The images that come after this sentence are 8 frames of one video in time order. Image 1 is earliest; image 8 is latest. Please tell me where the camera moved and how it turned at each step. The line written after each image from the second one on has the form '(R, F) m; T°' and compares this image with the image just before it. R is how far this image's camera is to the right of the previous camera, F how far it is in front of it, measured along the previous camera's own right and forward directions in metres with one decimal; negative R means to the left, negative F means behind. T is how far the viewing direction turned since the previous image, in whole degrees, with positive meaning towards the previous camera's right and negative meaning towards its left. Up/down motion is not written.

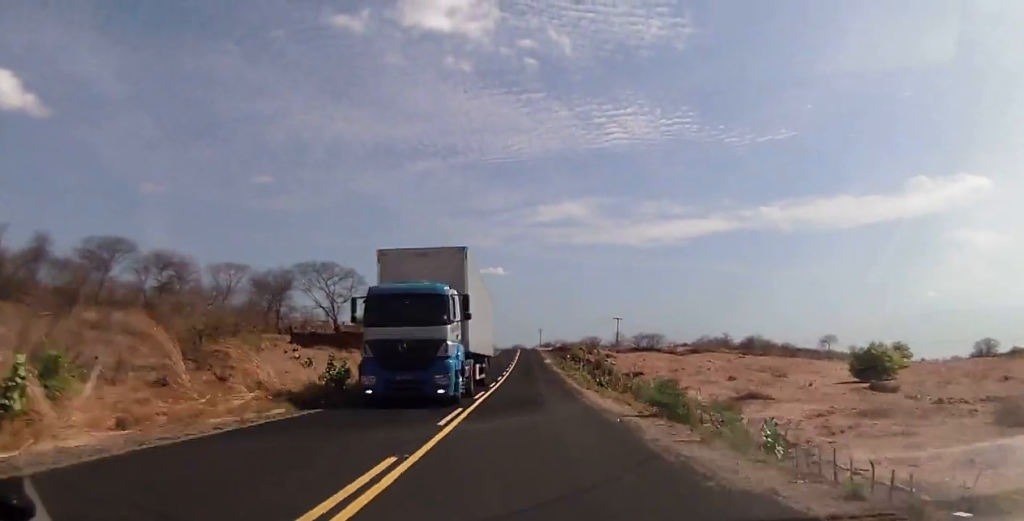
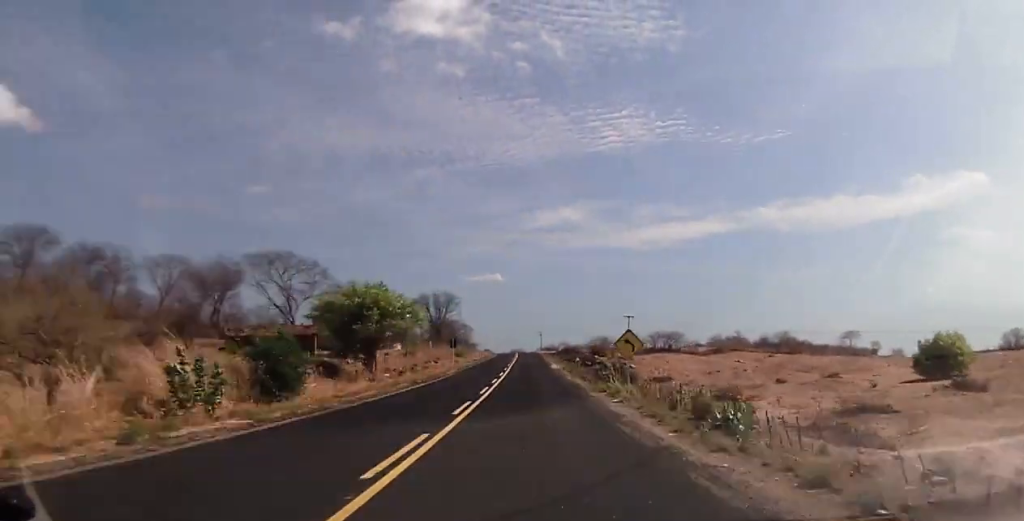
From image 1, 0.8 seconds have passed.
(0.0, +21.2) m; 0°
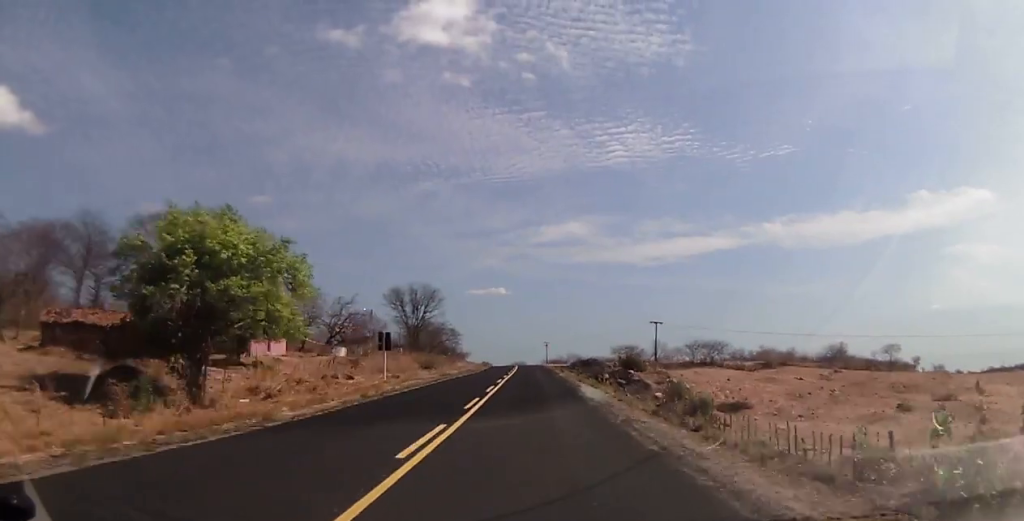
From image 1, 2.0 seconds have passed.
(-0.2, +32.2) m; 0°
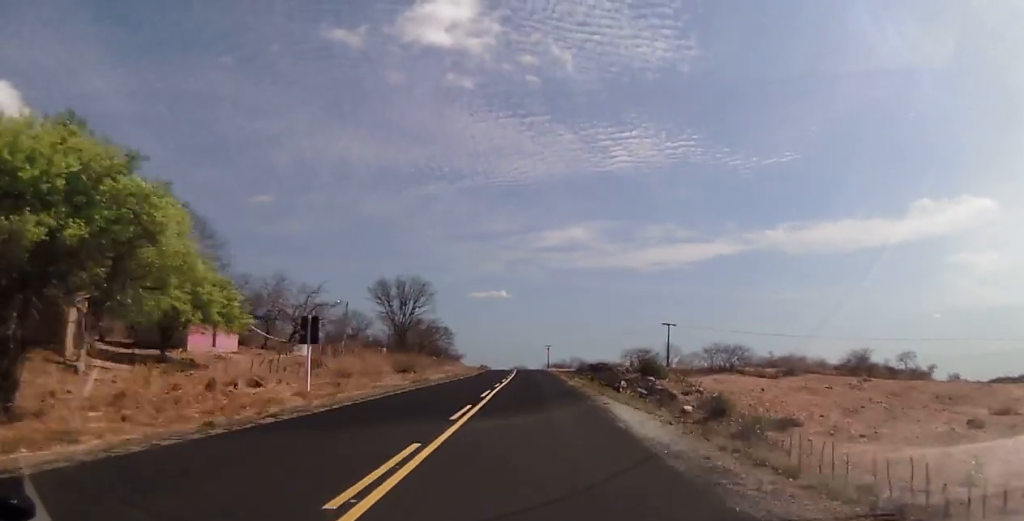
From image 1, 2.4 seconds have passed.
(-0.2, +11.6) m; 0°
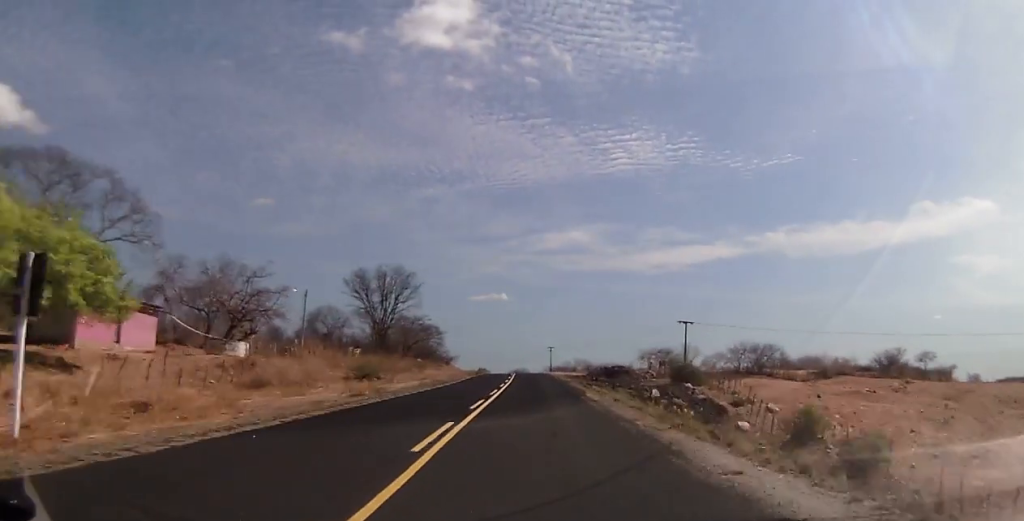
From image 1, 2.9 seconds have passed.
(0.0, +13.4) m; 0°
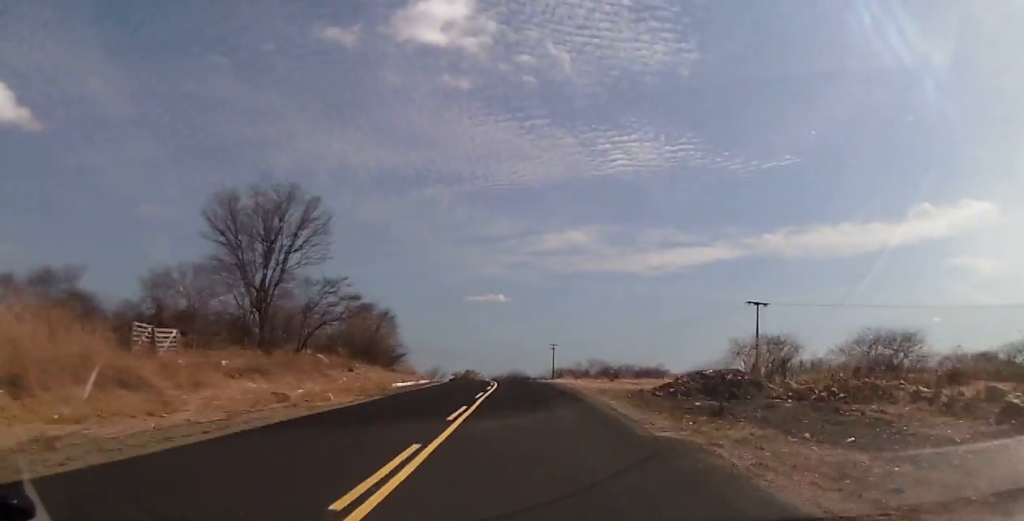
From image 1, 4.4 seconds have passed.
(+0.1, +38.1) m; -1°
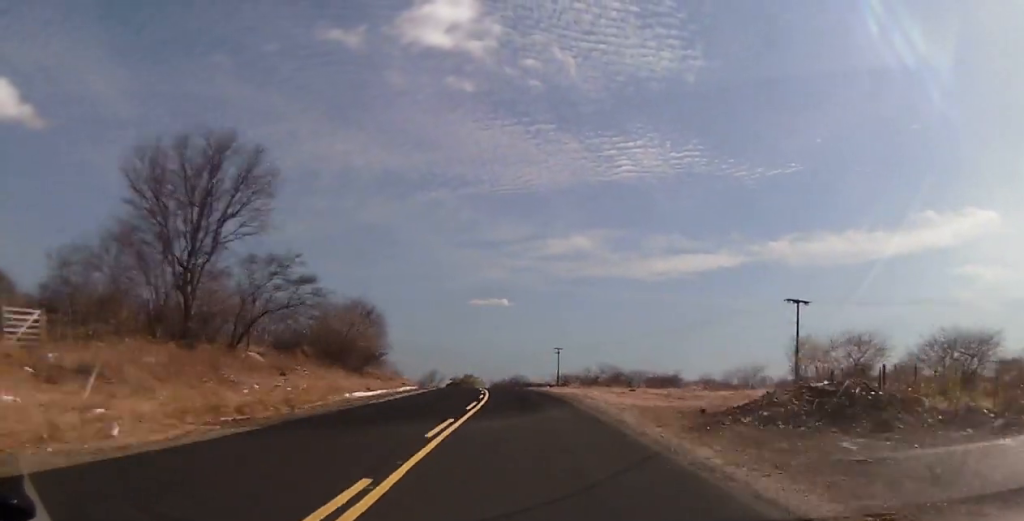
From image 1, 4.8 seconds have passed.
(-0.1, +11.4) m; 0°
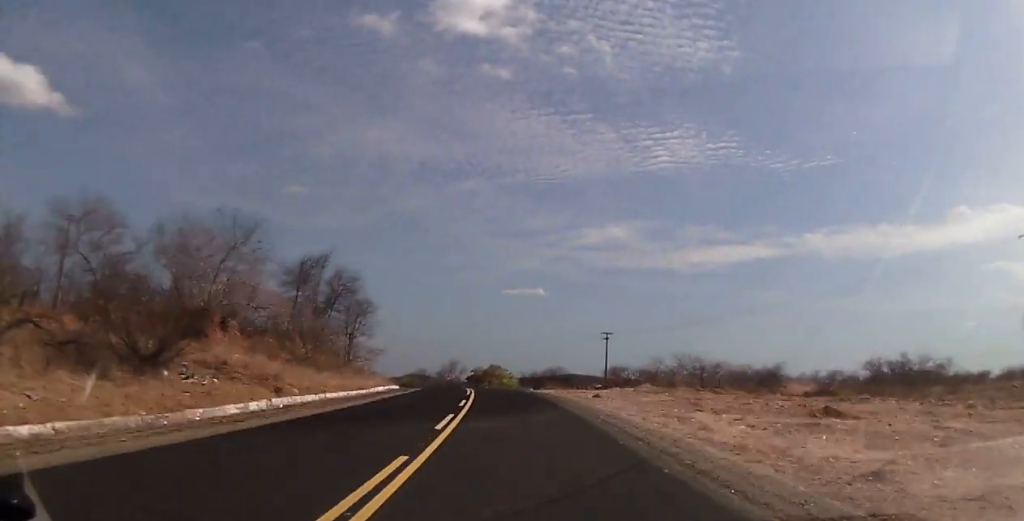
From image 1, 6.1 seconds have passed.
(+0.2, +32.6) m; -1°
